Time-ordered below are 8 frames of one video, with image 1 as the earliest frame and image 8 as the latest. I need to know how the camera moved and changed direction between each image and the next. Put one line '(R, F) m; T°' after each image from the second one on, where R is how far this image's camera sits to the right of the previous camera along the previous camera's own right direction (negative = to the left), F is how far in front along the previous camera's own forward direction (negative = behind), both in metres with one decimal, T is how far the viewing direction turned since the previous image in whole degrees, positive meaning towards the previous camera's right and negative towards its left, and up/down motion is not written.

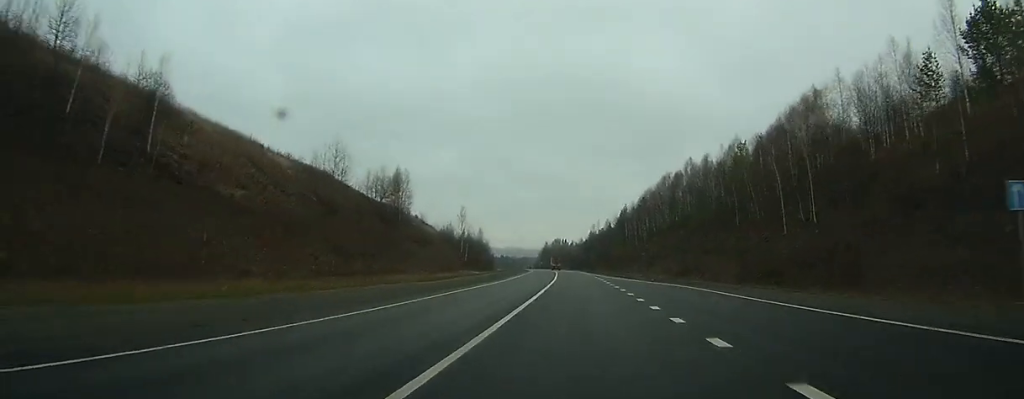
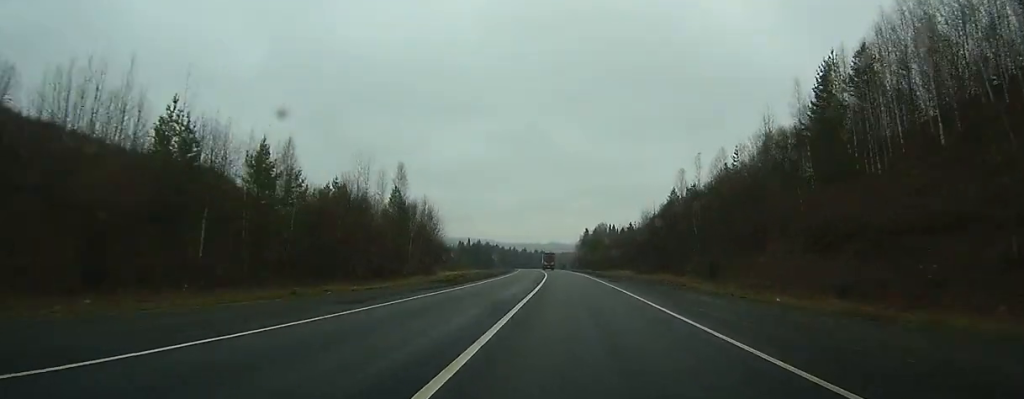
(-3.1, +127.0) m; -4°
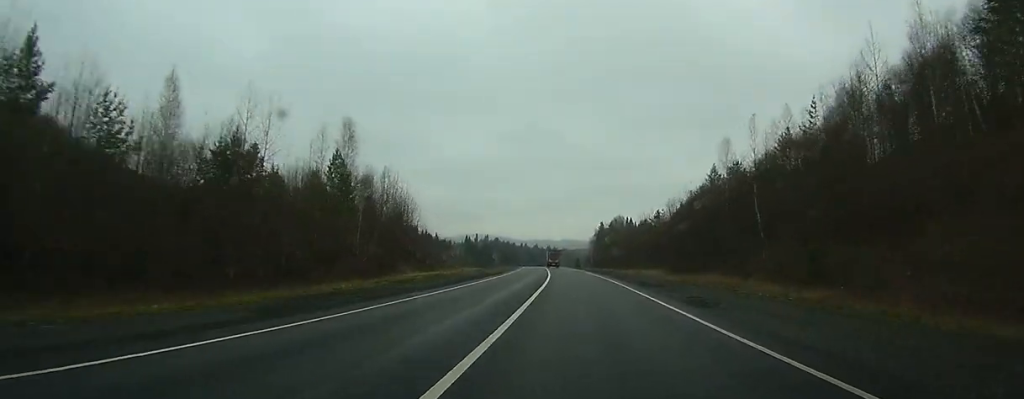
(-0.1, +22.7) m; -1°
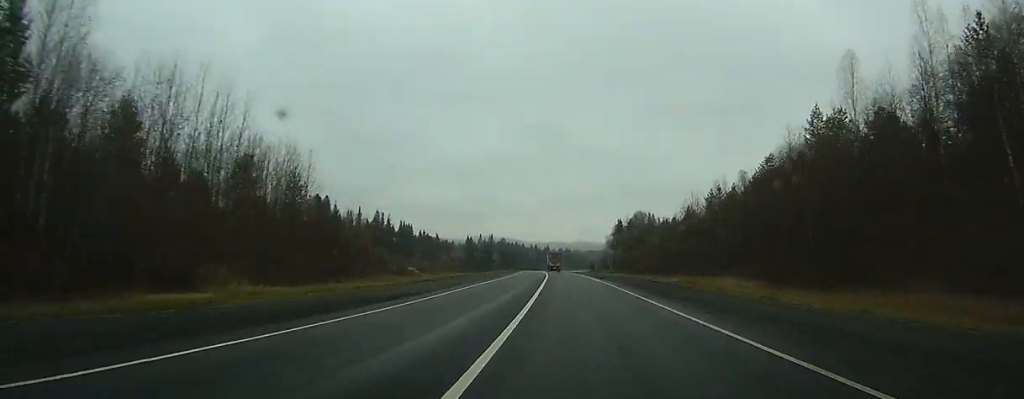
(-0.6, +35.6) m; -1°
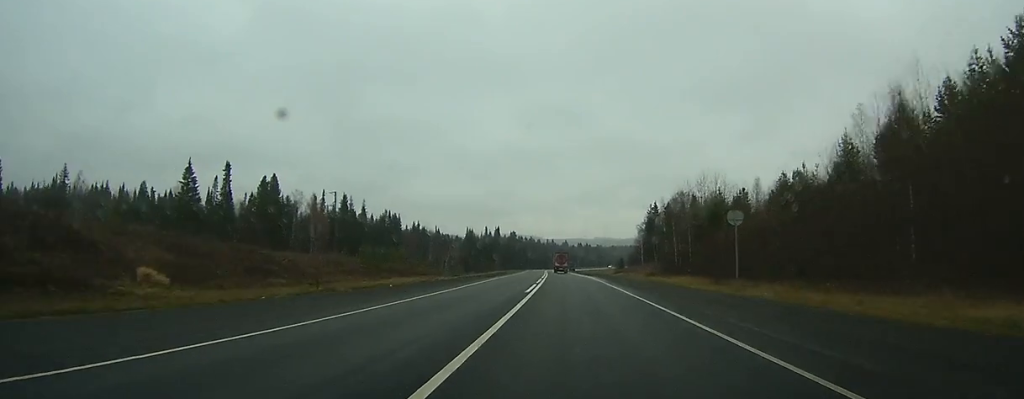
(-0.9, +54.0) m; -2°
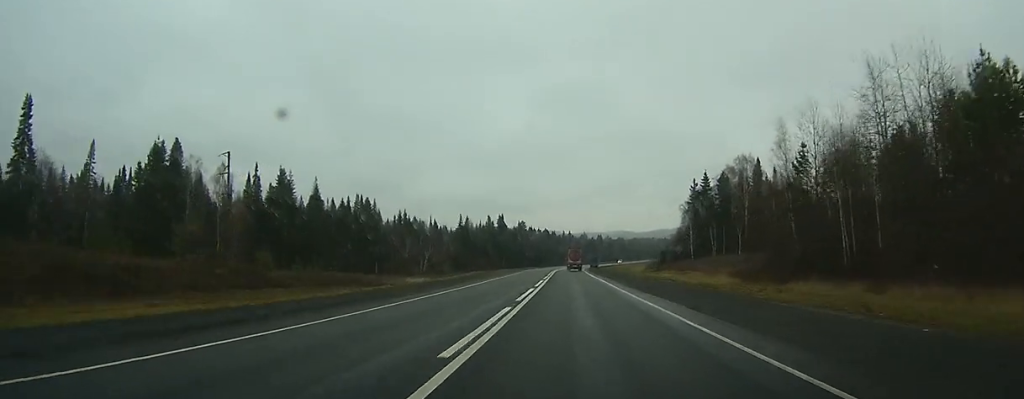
(-0.8, +55.1) m; -2°
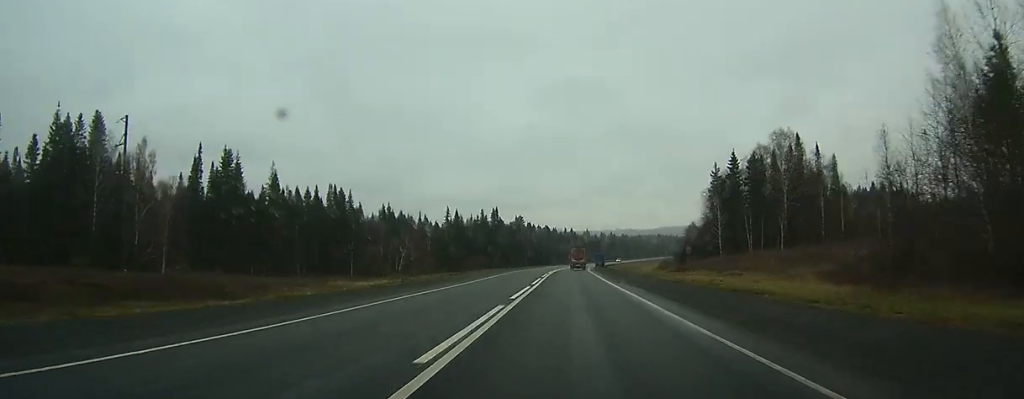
(-0.1, +25.2) m; 0°
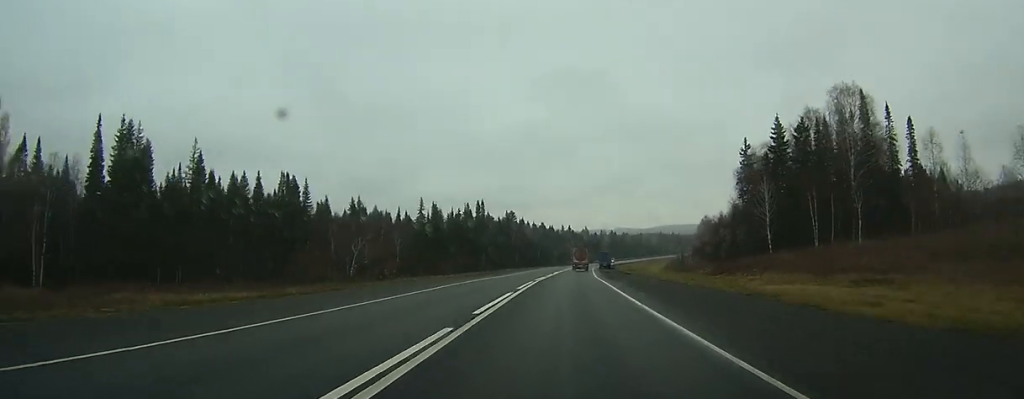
(-0.3, +29.1) m; 0°
